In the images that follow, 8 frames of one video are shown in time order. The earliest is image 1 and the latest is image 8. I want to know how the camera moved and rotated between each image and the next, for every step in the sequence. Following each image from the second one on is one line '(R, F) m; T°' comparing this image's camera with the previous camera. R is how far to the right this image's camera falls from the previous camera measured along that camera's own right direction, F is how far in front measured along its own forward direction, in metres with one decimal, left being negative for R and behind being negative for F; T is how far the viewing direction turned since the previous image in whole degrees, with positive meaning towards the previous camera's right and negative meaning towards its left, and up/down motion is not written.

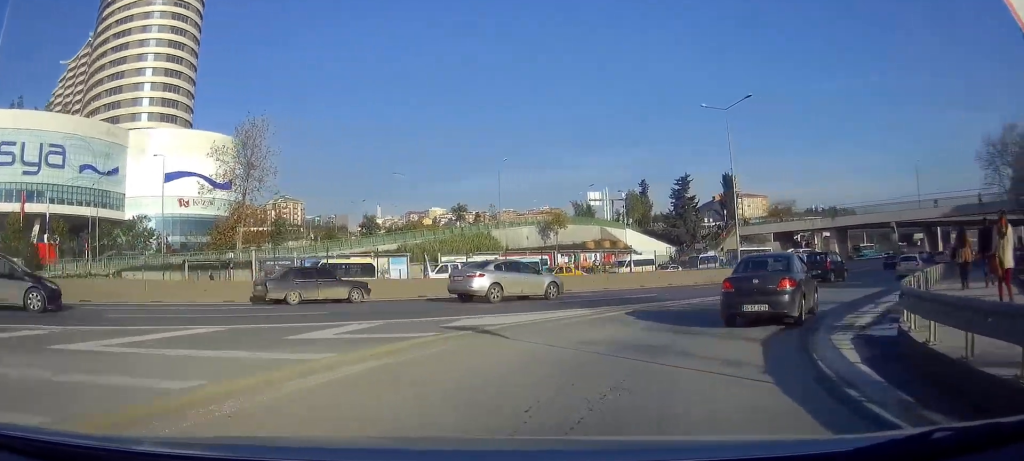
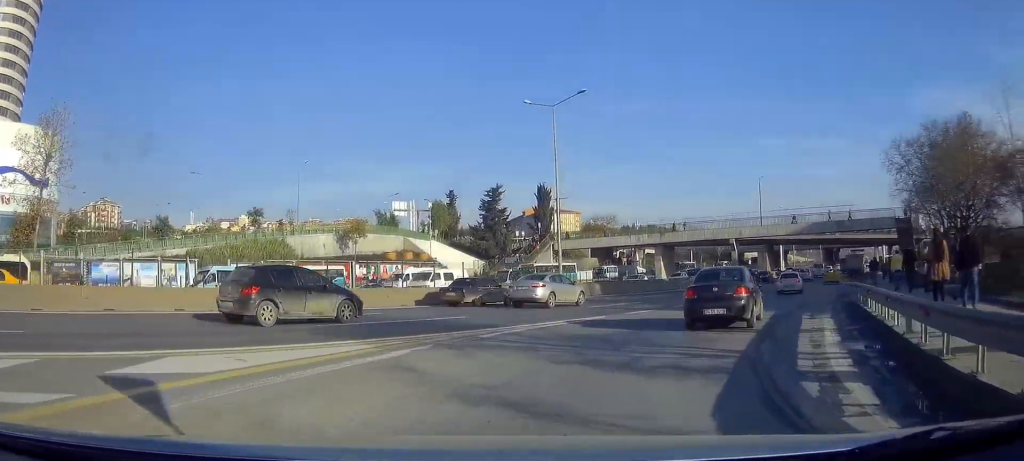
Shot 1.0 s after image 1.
(+1.0, +6.6) m; +15°
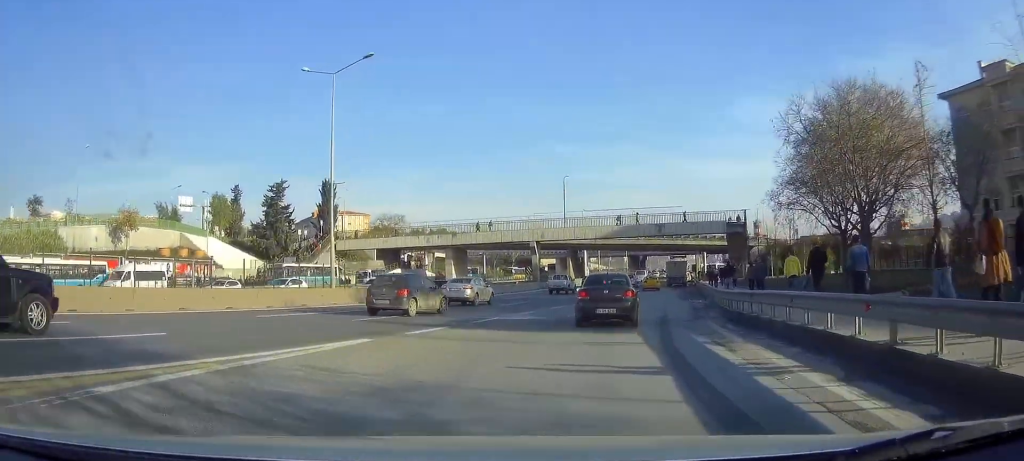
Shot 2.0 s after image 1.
(+1.0, +8.0) m; +11°
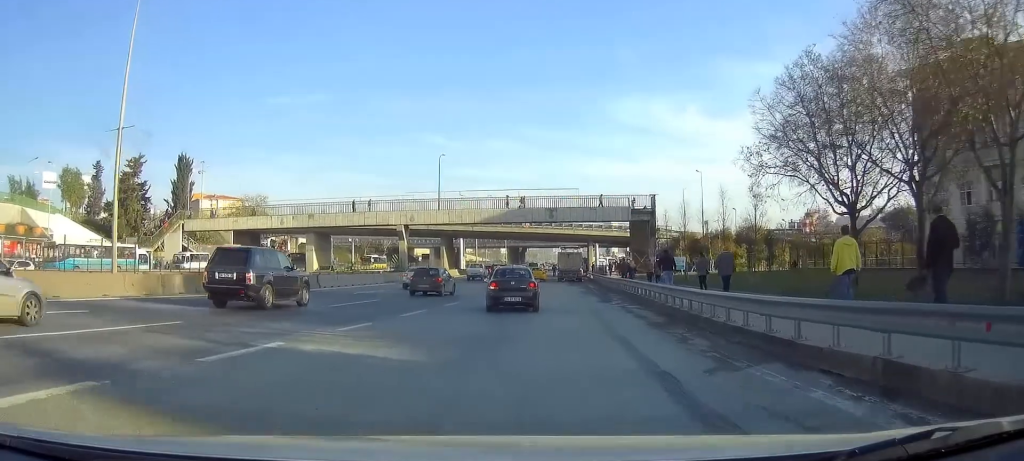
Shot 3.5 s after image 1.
(+0.8, +11.7) m; +7°
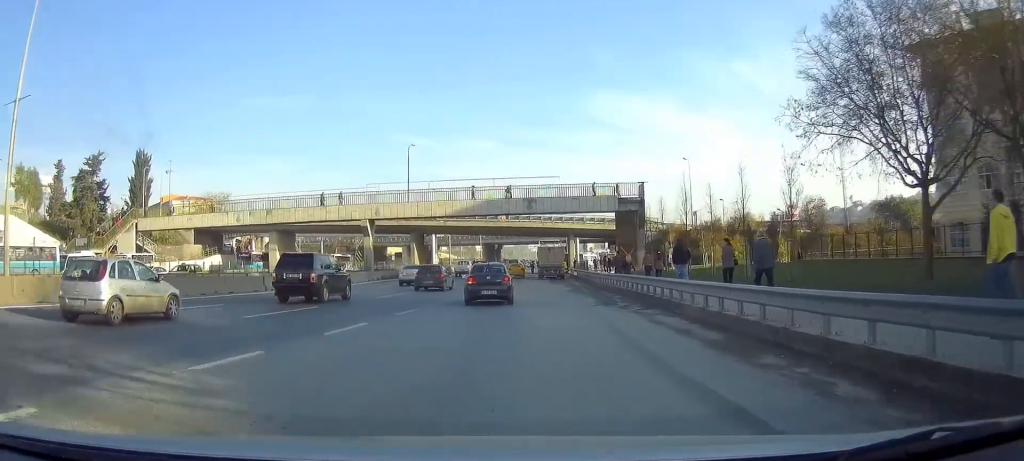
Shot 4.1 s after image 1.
(+0.2, +5.8) m; +2°
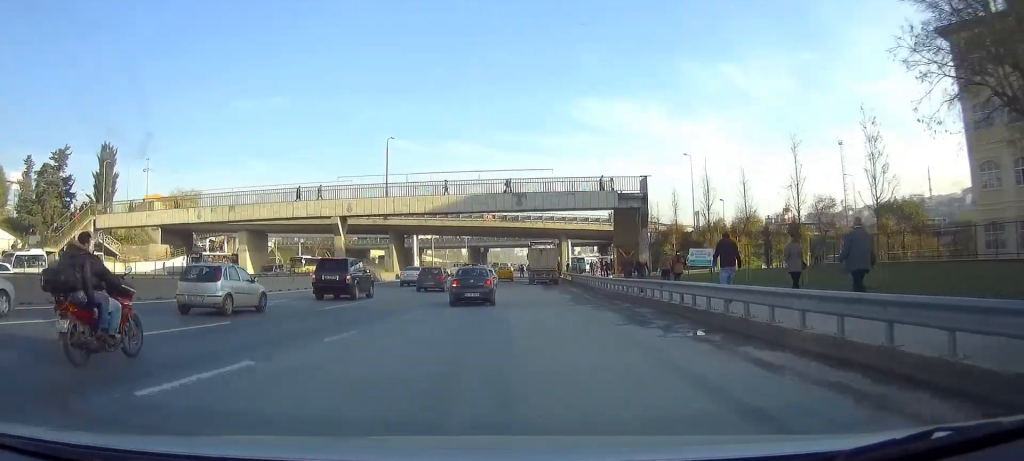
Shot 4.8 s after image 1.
(+0.1, +6.2) m; +2°
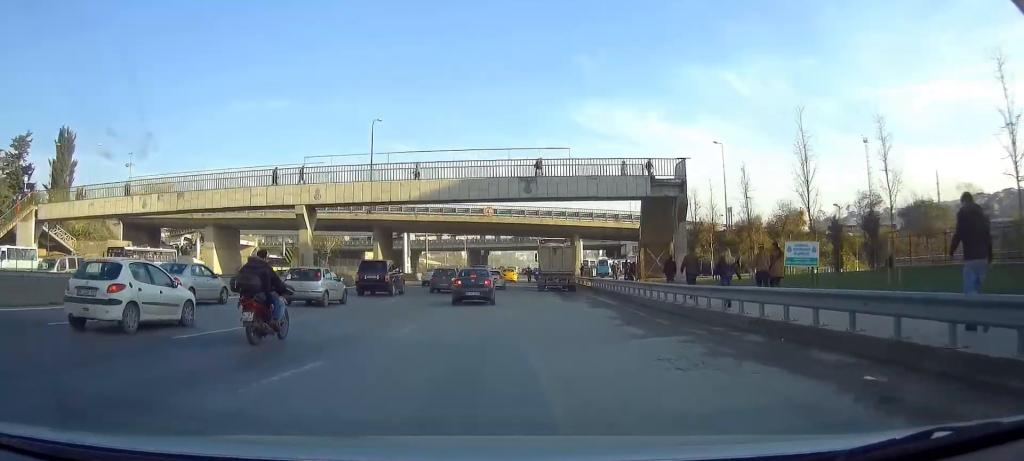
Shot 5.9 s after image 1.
(+0.3, +10.3) m; +2°
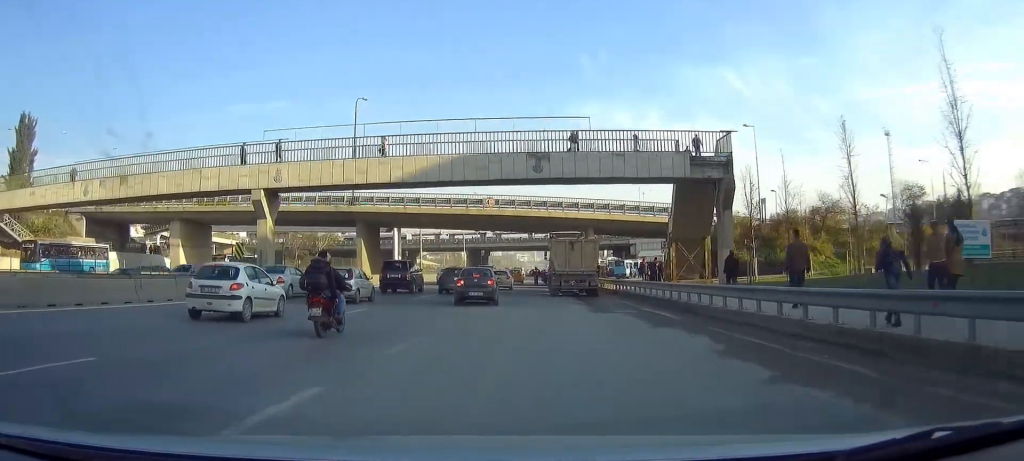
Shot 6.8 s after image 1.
(+0.1, +8.5) m; +1°
